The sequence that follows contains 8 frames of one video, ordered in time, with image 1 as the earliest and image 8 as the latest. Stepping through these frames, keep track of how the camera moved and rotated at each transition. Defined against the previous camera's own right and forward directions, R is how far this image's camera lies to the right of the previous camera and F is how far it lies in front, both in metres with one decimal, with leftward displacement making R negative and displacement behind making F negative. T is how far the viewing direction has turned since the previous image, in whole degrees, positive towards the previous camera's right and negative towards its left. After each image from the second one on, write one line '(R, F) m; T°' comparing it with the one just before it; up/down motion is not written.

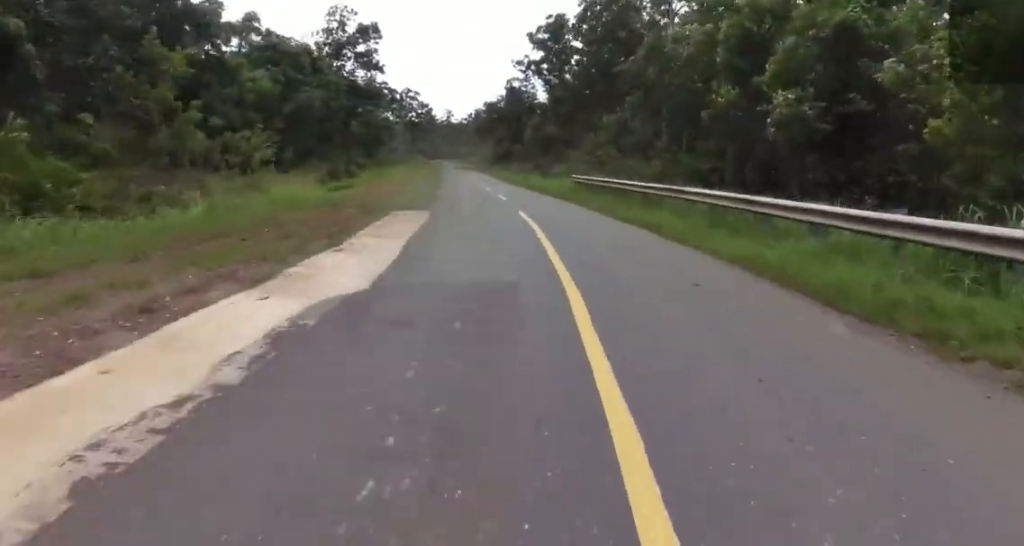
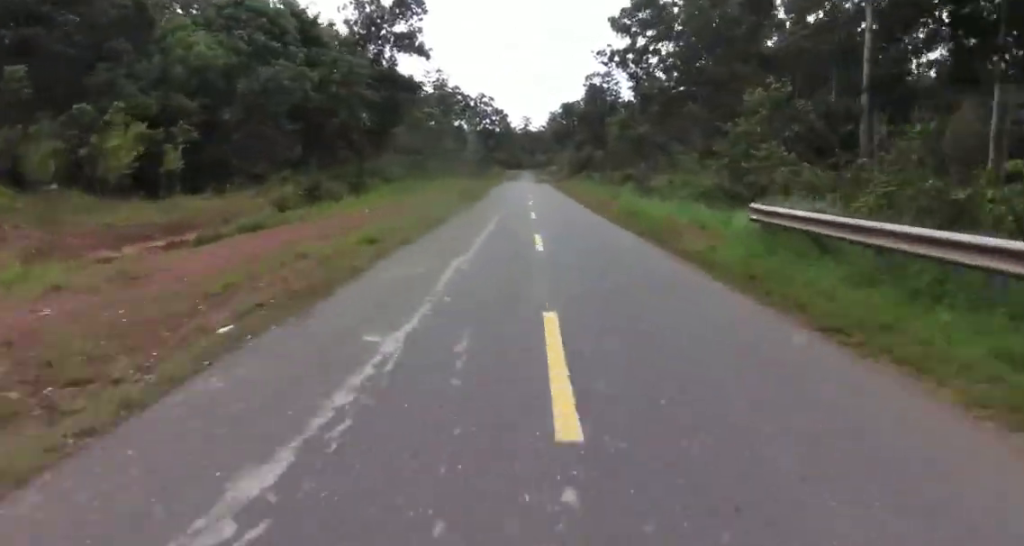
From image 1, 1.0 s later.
(-1.6, +20.9) m; -4°
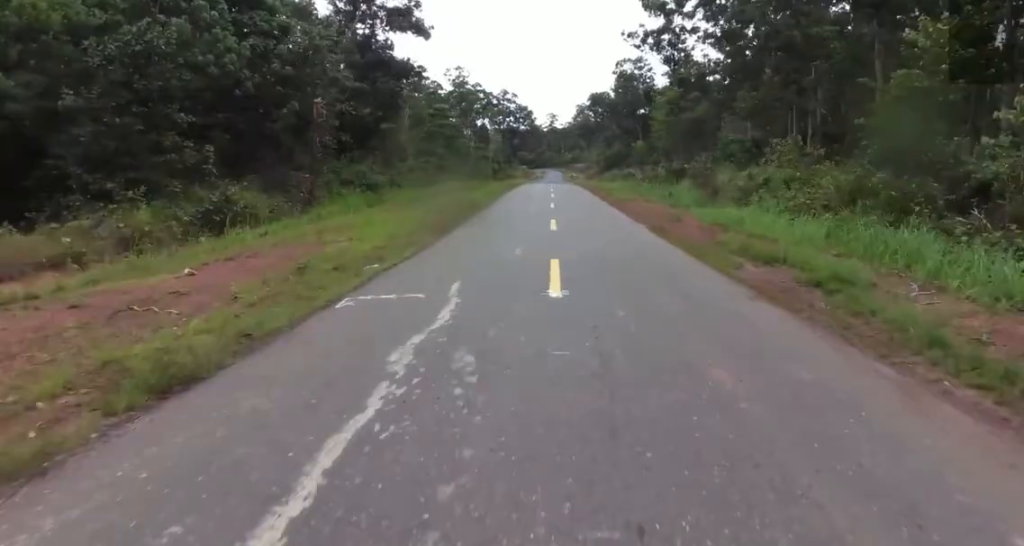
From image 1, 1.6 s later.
(0.0, +14.3) m; 0°
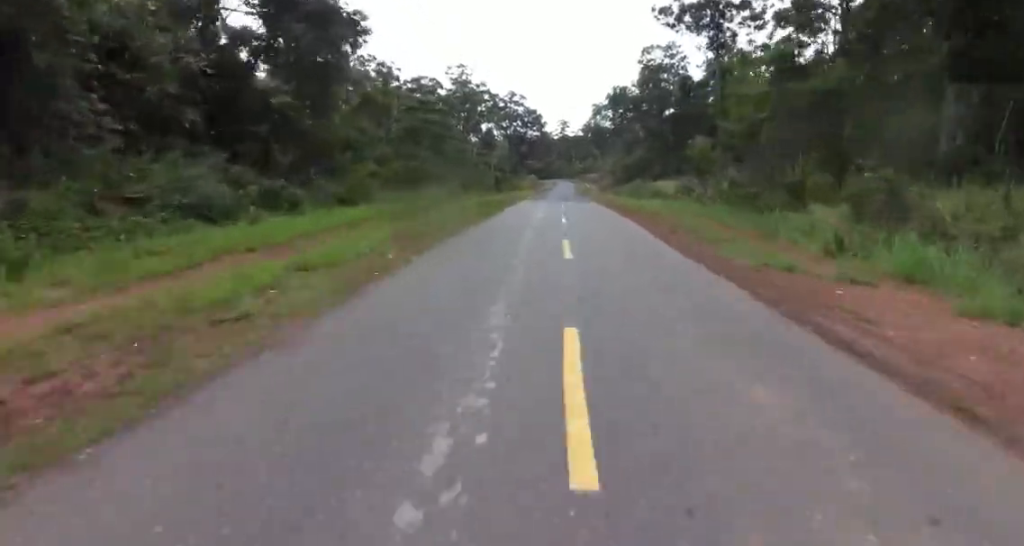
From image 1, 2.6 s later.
(0.0, +21.7) m; +1°
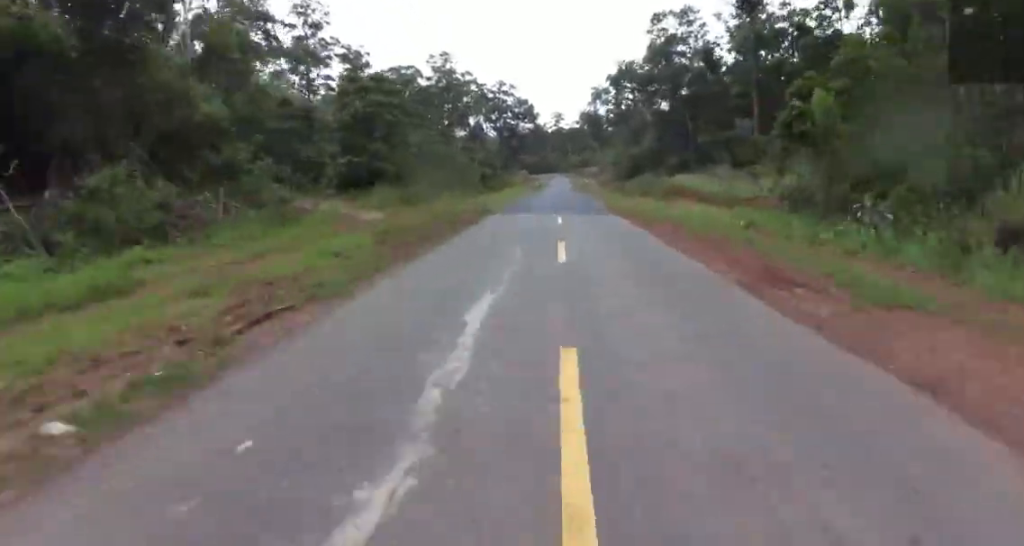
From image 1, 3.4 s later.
(+0.1, +18.4) m; +1°
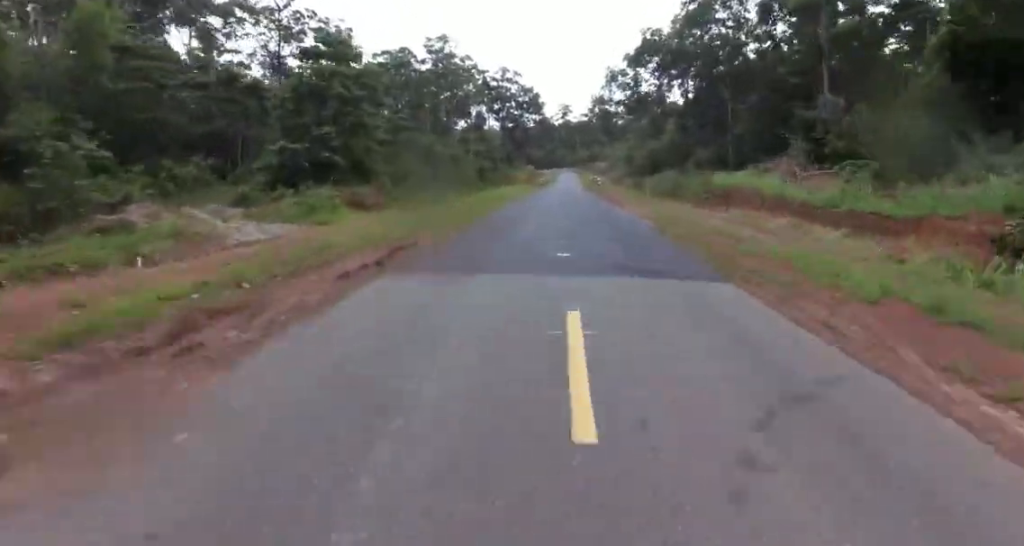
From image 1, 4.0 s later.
(+0.2, +15.4) m; +1°
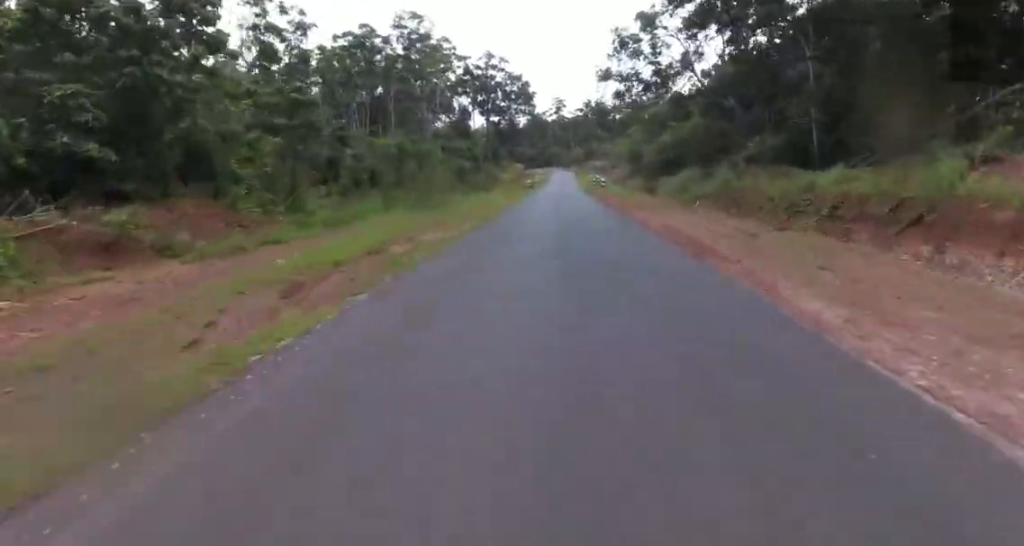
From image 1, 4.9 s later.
(0.0, +21.7) m; 0°
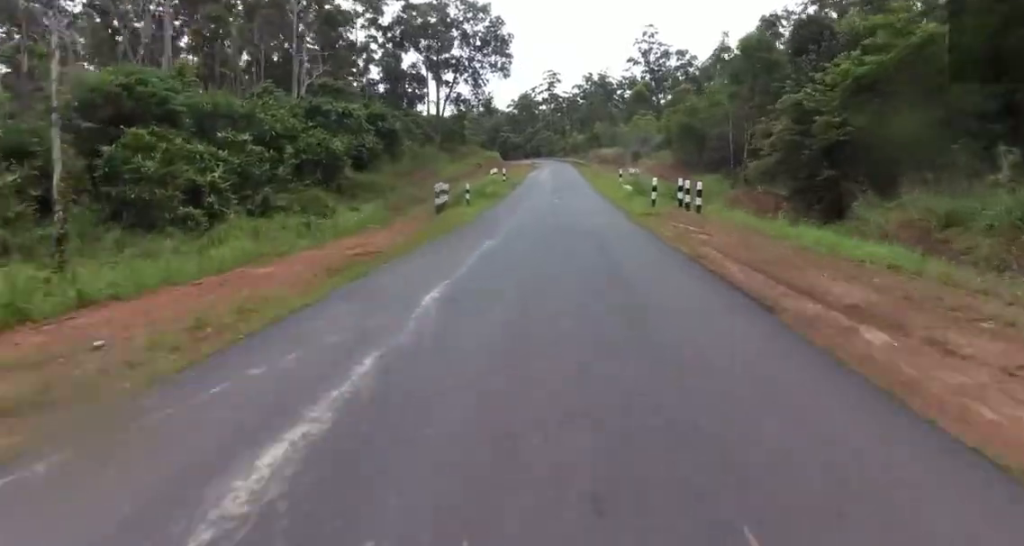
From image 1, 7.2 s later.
(-0.3, +57.9) m; +1°
